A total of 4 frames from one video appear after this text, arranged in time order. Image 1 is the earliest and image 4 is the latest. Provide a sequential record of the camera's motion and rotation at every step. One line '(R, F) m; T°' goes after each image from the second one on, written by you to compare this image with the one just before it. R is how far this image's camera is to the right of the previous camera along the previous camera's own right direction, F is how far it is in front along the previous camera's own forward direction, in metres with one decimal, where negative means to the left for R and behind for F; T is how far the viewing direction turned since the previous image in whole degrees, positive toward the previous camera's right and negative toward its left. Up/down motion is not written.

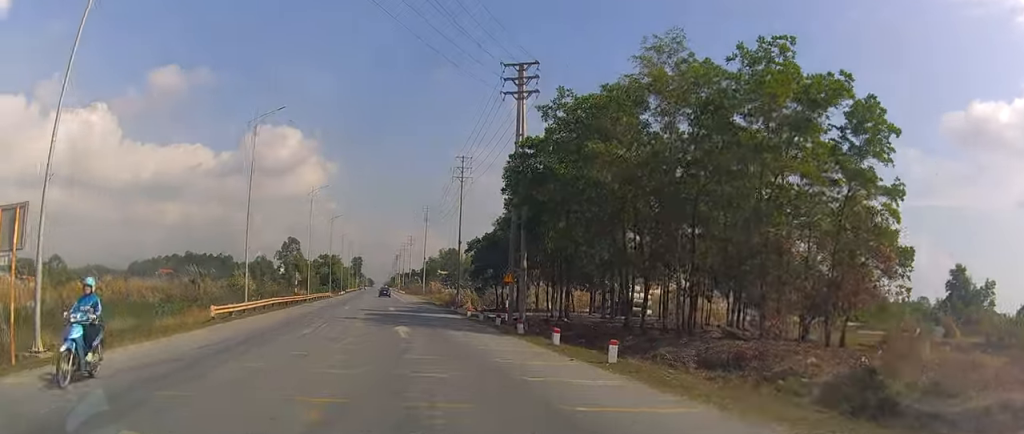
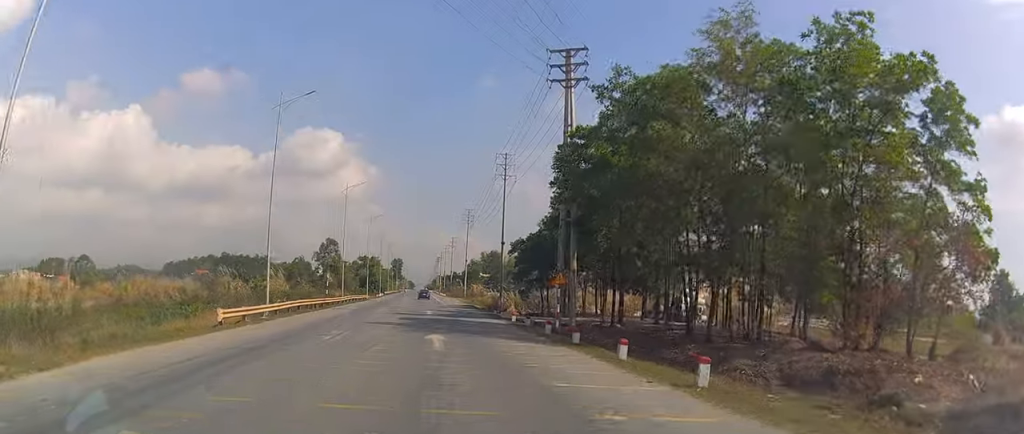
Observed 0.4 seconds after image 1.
(-0.3, +2.4) m; -5°
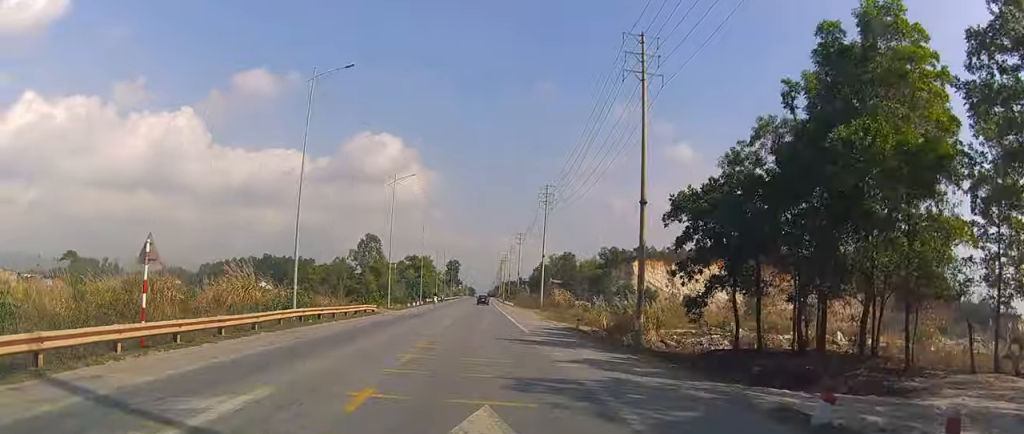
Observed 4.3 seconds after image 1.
(-8.0, +35.7) m; -16°
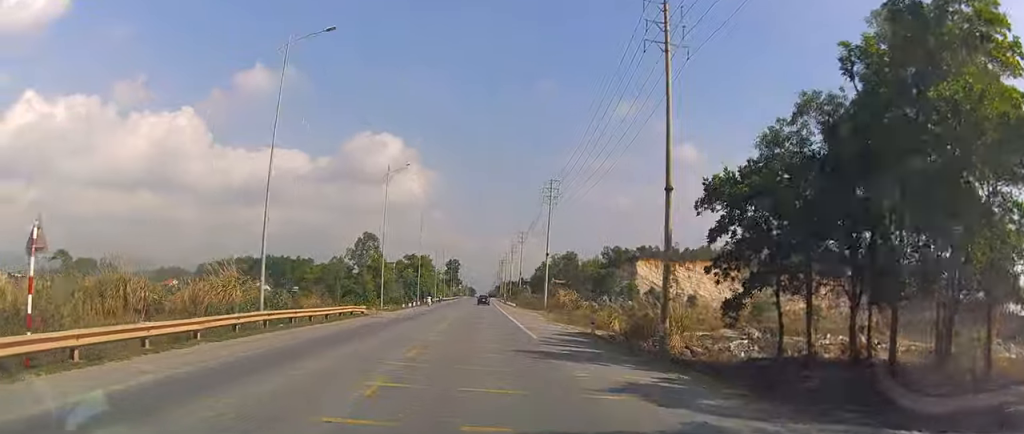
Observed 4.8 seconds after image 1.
(+0.1, +5.1) m; 0°
